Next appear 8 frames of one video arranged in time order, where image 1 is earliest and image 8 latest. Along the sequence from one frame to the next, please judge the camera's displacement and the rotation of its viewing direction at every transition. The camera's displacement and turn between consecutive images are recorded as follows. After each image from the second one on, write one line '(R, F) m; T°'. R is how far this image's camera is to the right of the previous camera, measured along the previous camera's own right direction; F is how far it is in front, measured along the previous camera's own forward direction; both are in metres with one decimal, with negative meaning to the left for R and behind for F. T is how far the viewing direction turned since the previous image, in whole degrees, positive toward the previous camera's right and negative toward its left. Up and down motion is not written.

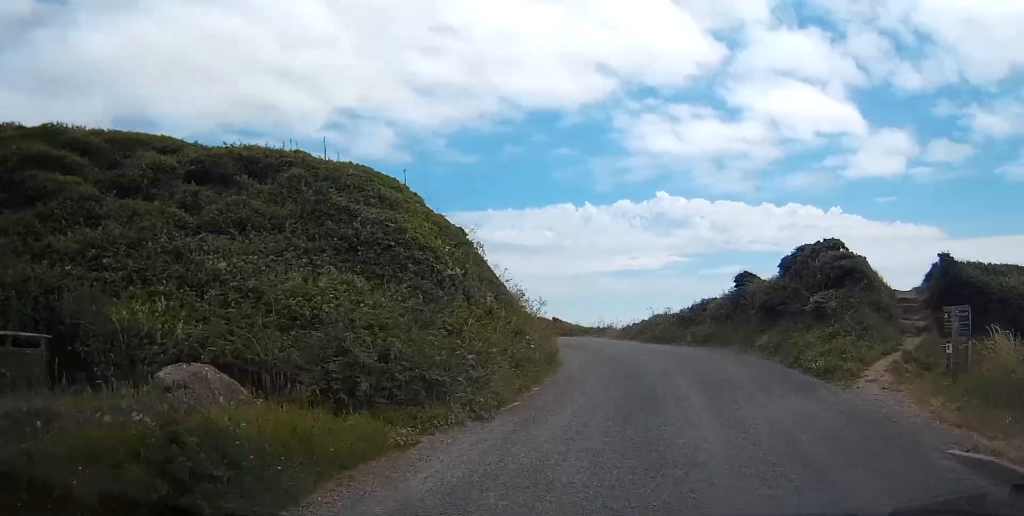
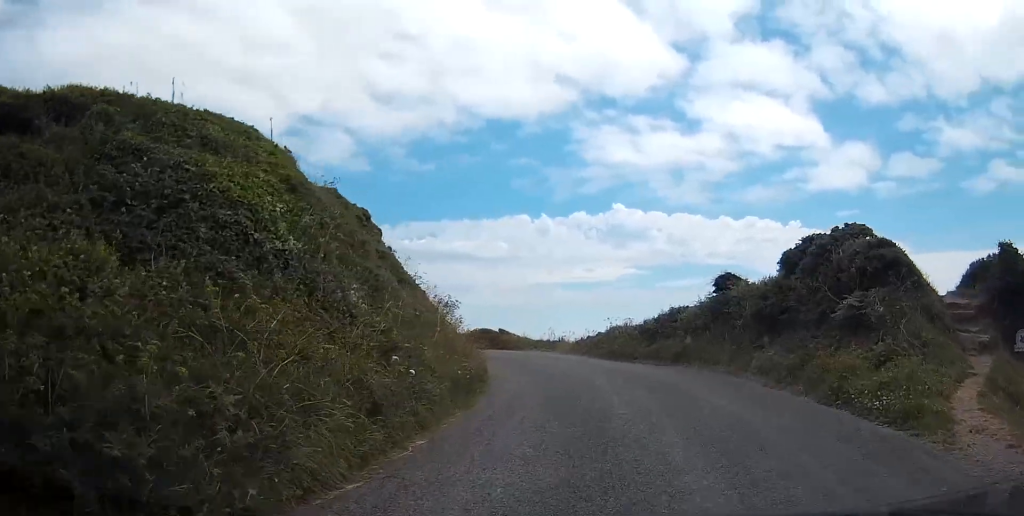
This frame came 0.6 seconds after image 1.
(+0.3, +4.6) m; +8°
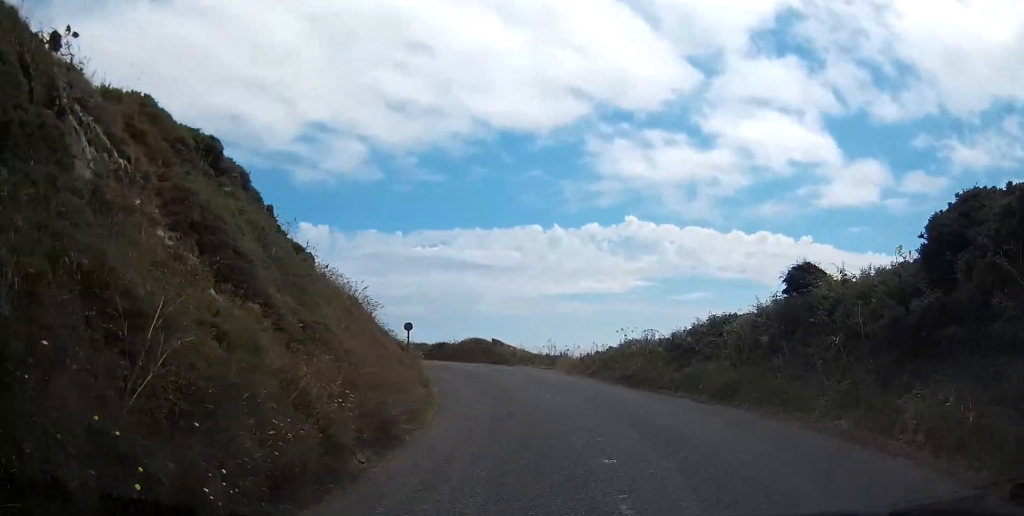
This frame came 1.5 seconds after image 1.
(+0.6, +7.2) m; +7°
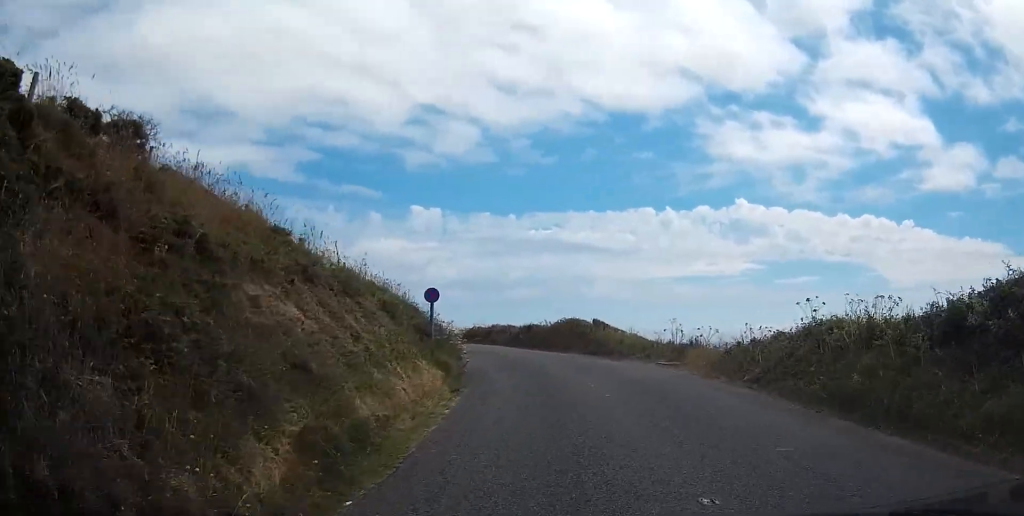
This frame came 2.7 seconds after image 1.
(+0.4, +11.5) m; 0°
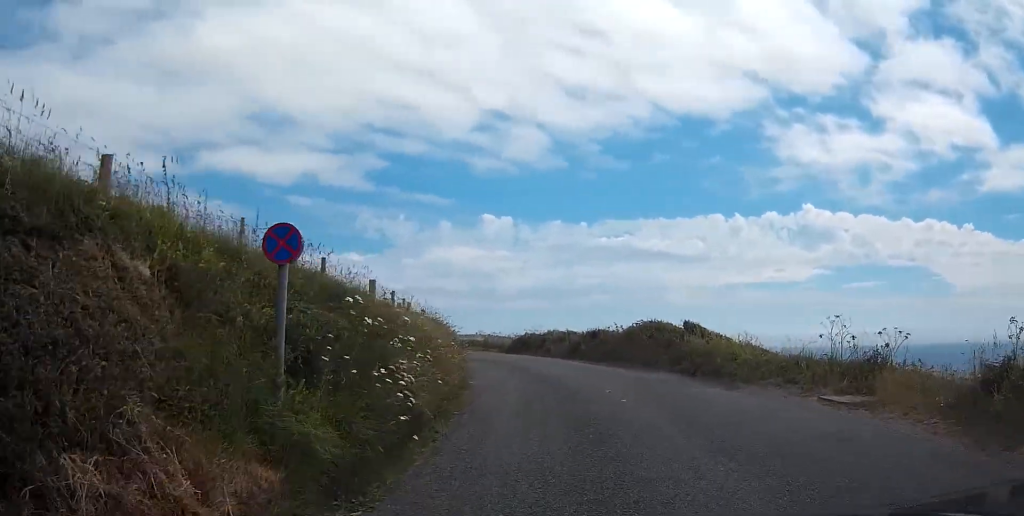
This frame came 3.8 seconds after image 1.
(-0.3, +10.3) m; -4°
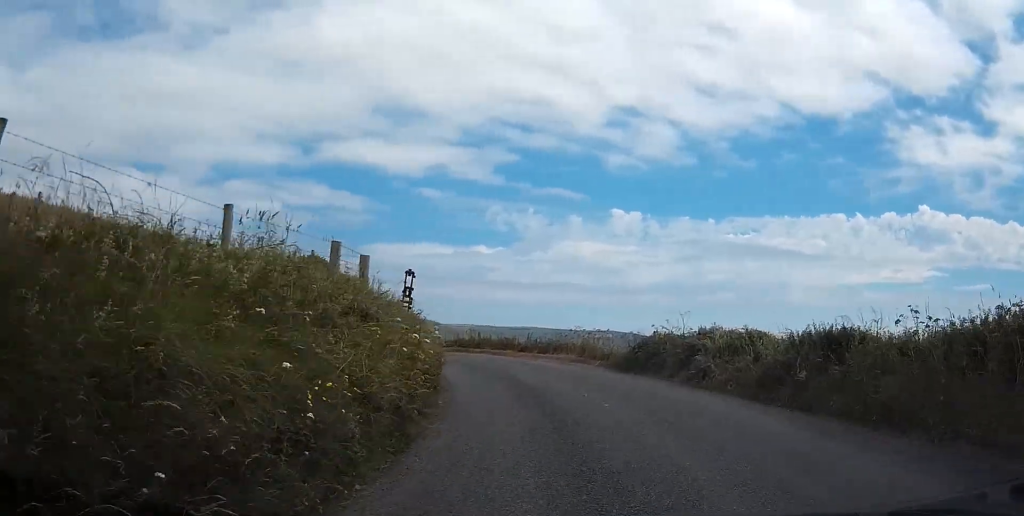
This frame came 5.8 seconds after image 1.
(-1.8, +20.1) m; -12°
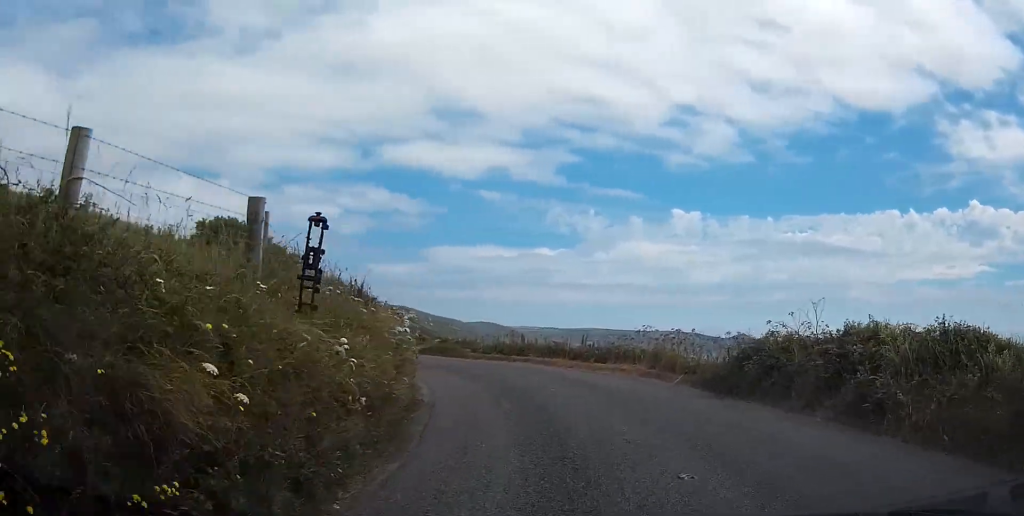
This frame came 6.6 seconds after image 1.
(-0.3, +7.7) m; -6°
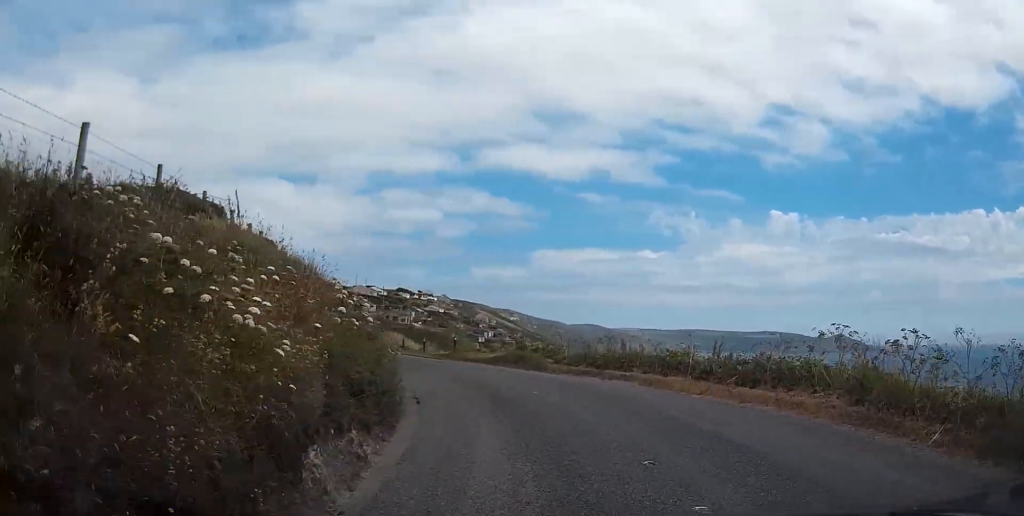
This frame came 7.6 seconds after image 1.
(-0.8, +9.0) m; -14°
